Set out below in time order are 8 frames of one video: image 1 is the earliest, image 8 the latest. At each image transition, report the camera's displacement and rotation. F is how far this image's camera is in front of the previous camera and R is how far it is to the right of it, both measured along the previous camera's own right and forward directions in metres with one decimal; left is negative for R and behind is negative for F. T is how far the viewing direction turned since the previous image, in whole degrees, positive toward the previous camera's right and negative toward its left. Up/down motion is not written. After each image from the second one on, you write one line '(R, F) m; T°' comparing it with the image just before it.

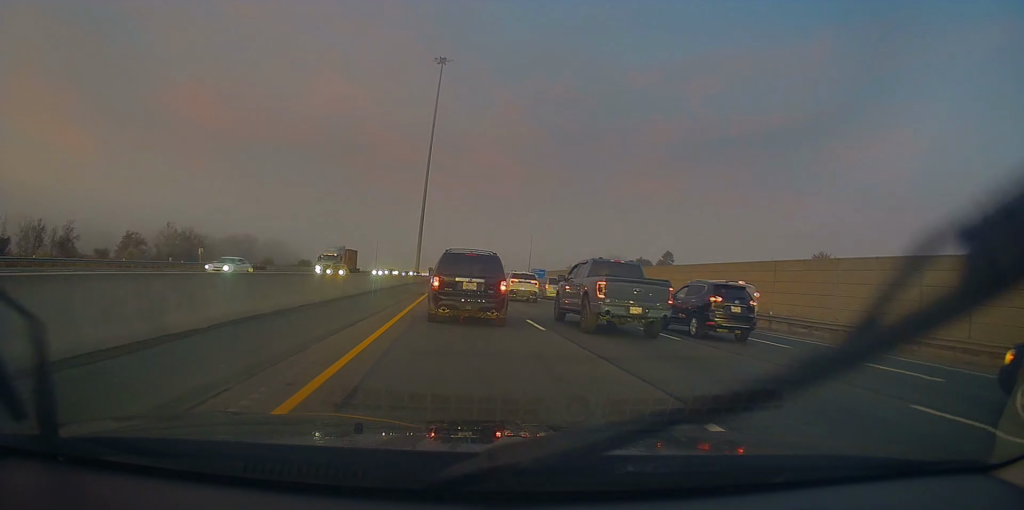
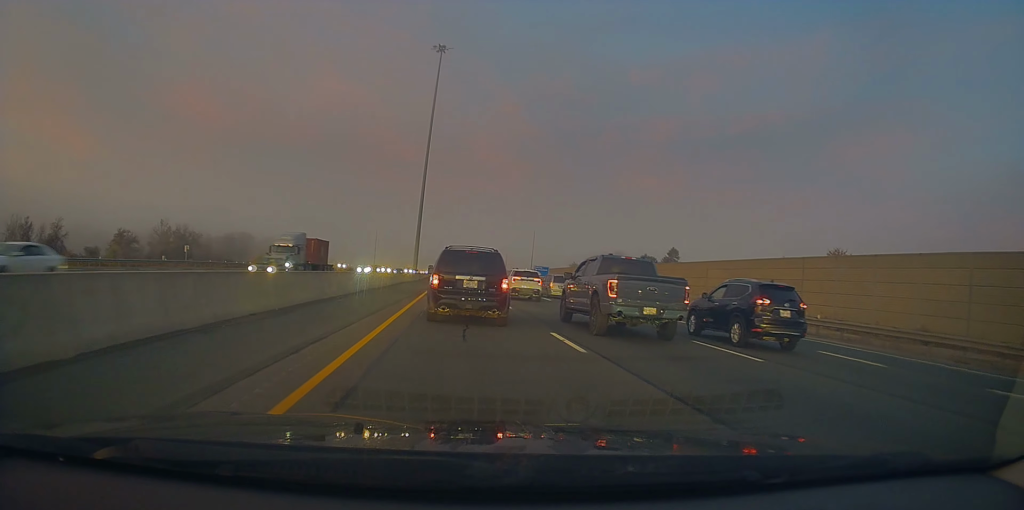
(+0.2, +4.4) m; -2°
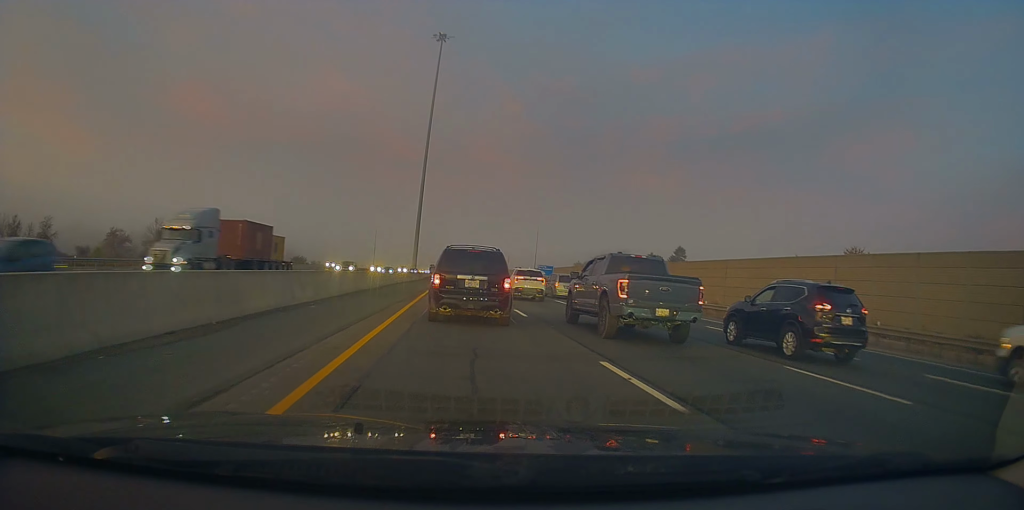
(-0.1, +4.3) m; -1°
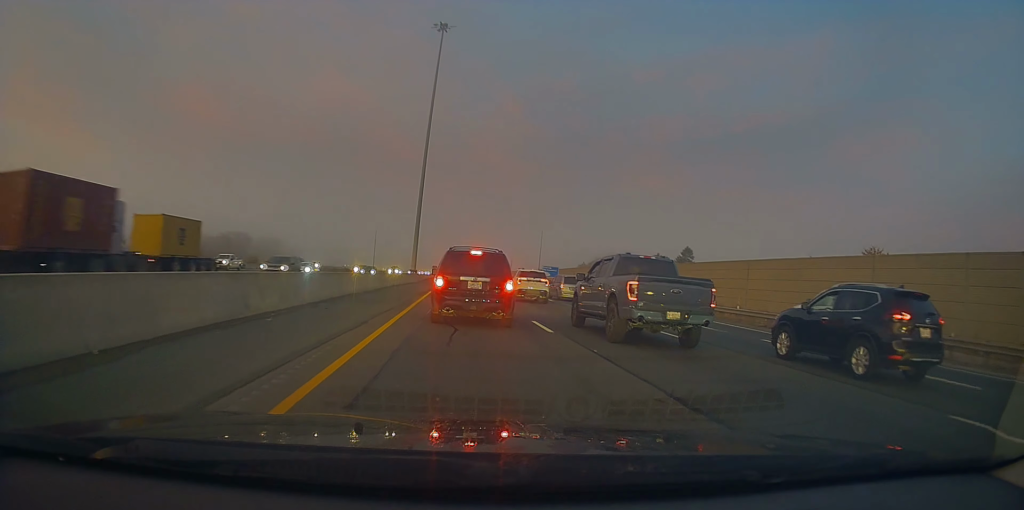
(-0.3, +4.3) m; -1°
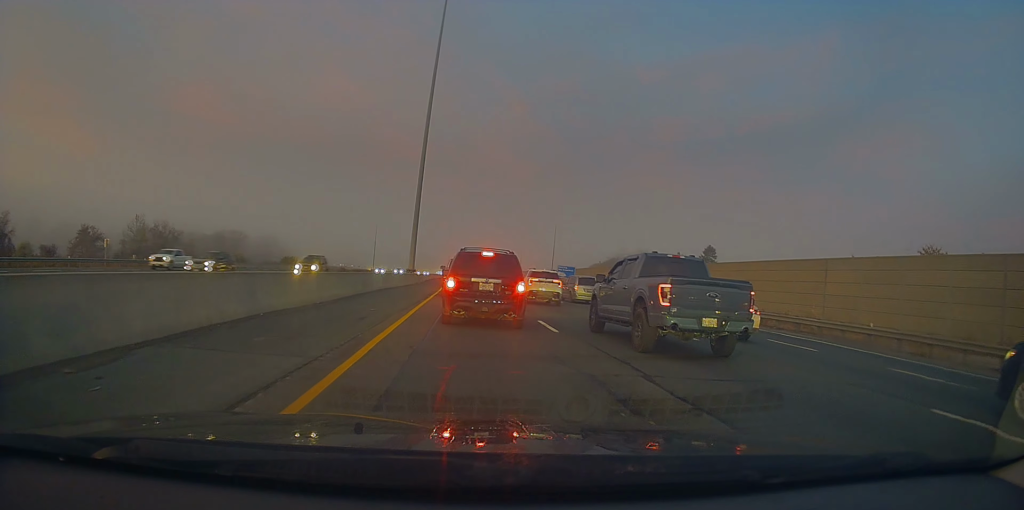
(+0.1, +12.0) m; +3°
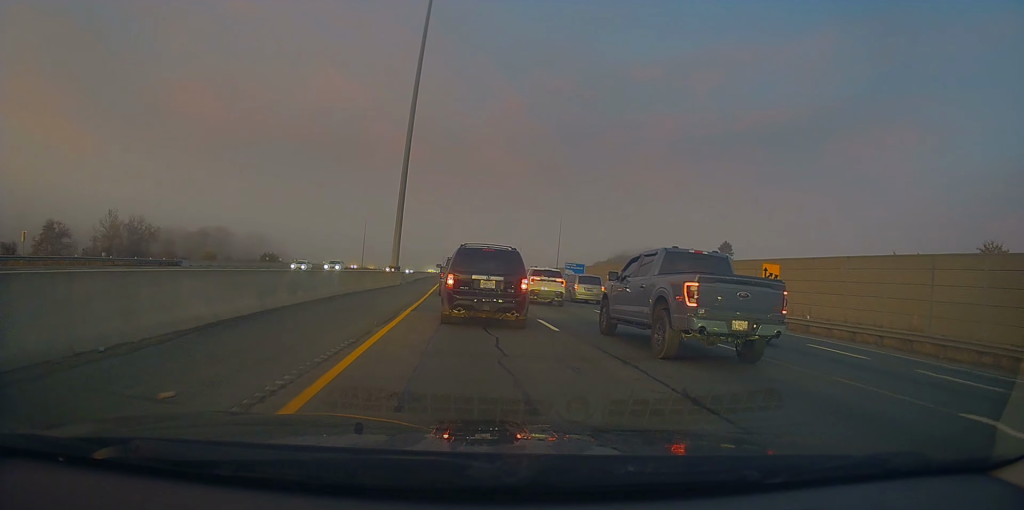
(+0.2, +12.5) m; -4°
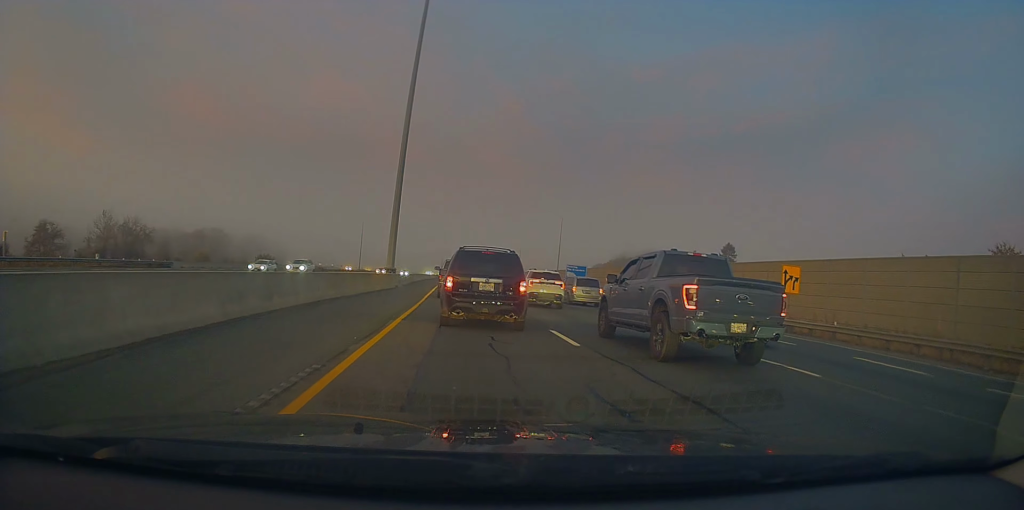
(-0.2, +2.6) m; -1°
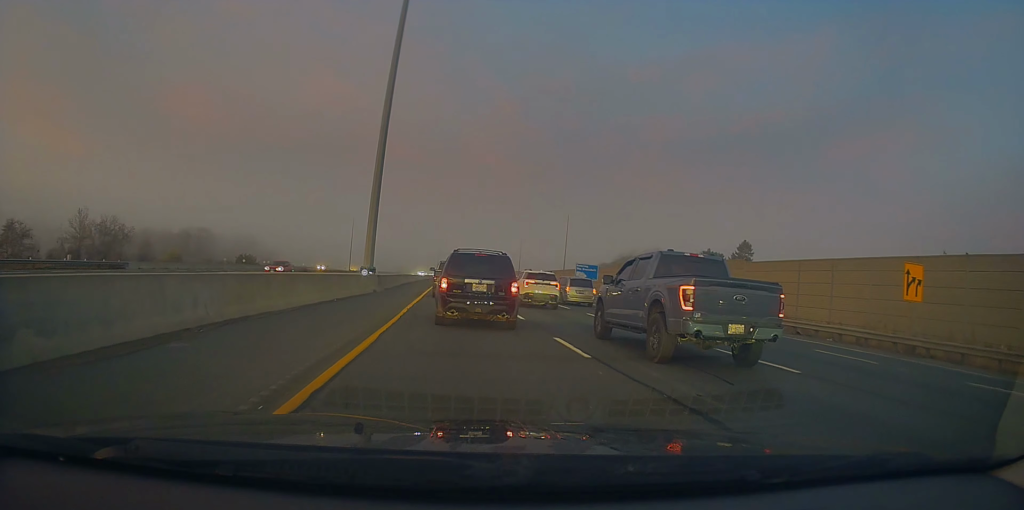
(+1.6, +10.4) m; +4°
